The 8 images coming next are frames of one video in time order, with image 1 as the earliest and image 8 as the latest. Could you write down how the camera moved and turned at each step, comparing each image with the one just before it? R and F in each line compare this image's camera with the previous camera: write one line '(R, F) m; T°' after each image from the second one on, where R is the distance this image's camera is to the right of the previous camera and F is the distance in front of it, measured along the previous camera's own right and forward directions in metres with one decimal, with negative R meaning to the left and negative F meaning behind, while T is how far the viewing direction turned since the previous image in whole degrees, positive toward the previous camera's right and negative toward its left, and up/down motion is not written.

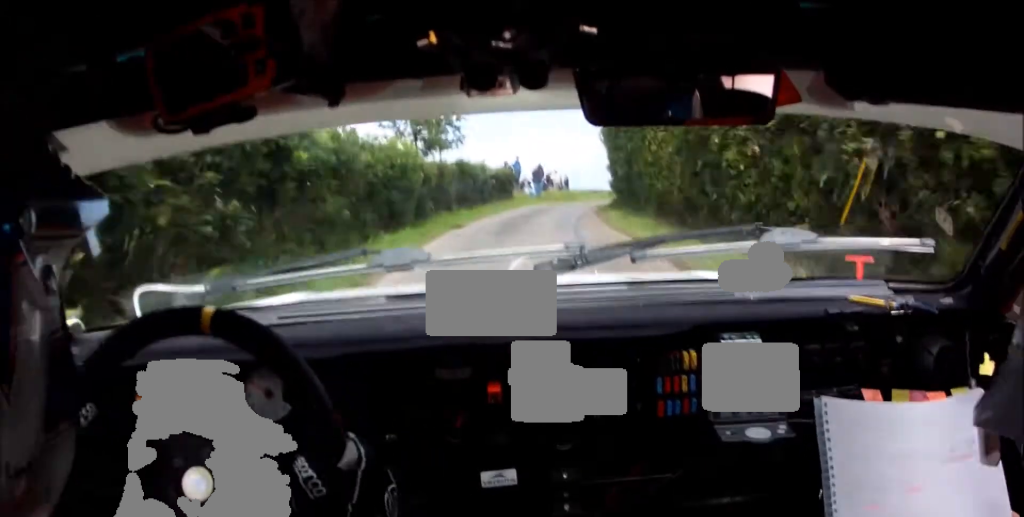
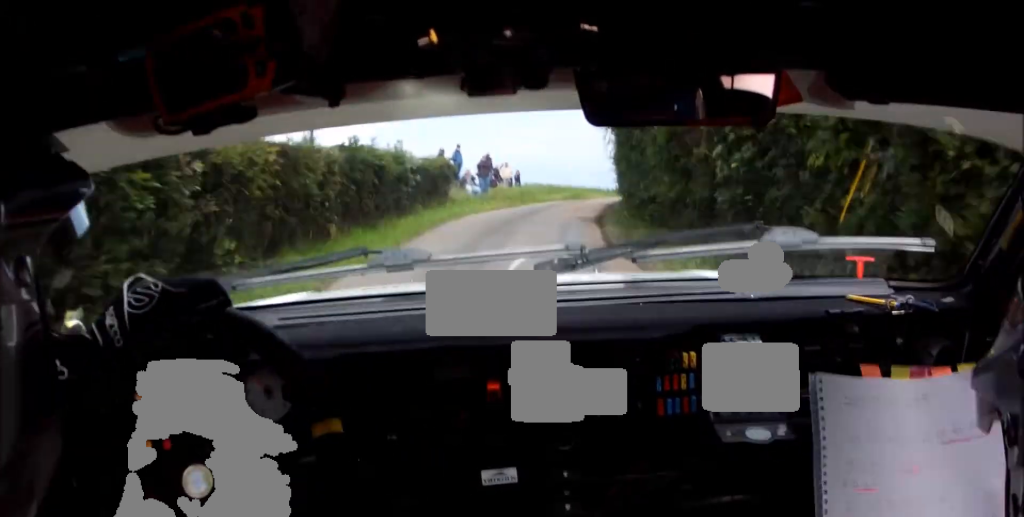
(-0.2, +11.4) m; +4°
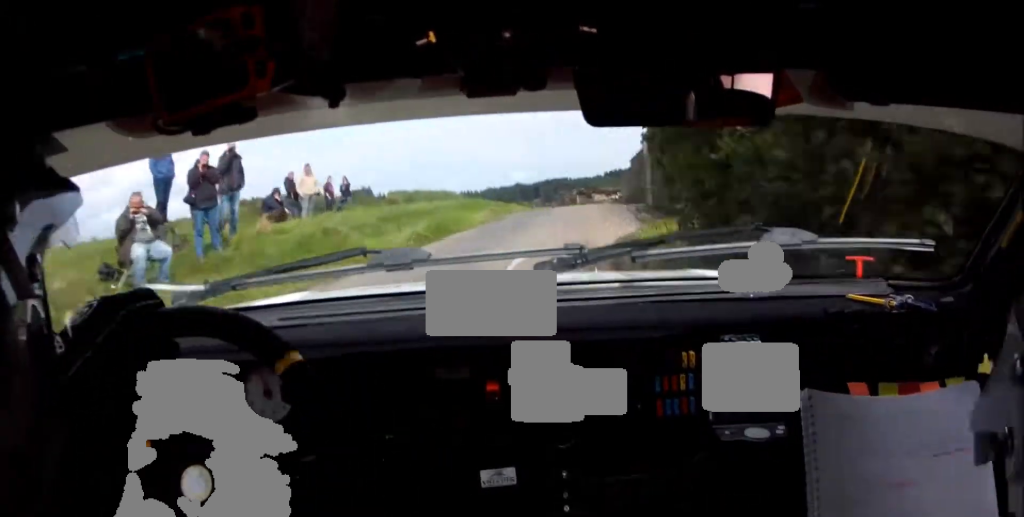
(+1.7, +21.1) m; +6°
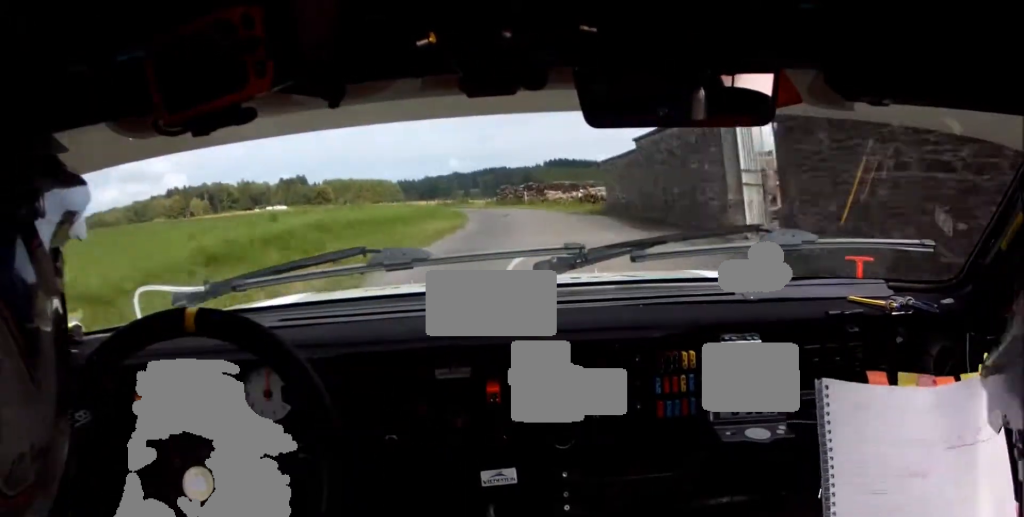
(+0.6, +18.4) m; +1°
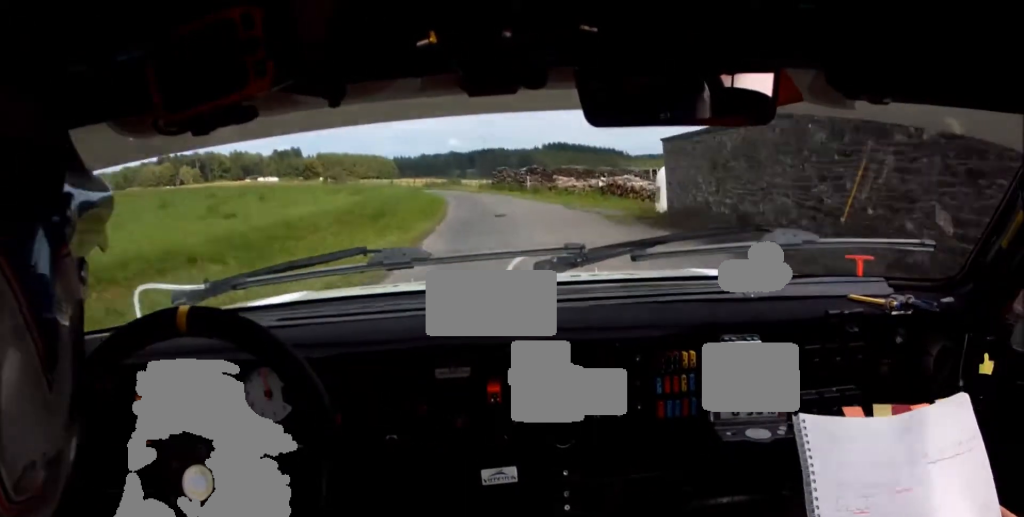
(+0.2, +11.9) m; 0°
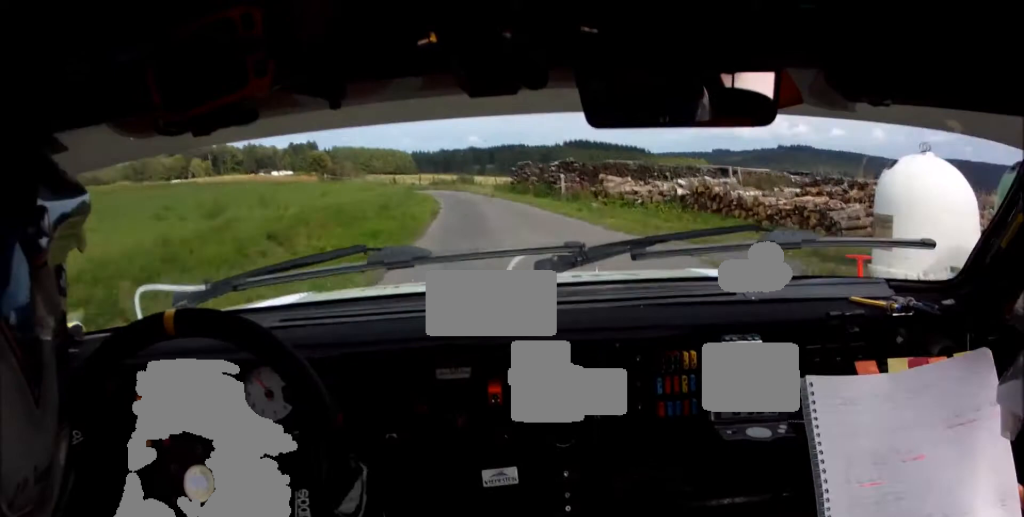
(-0.3, +13.9) m; -2°
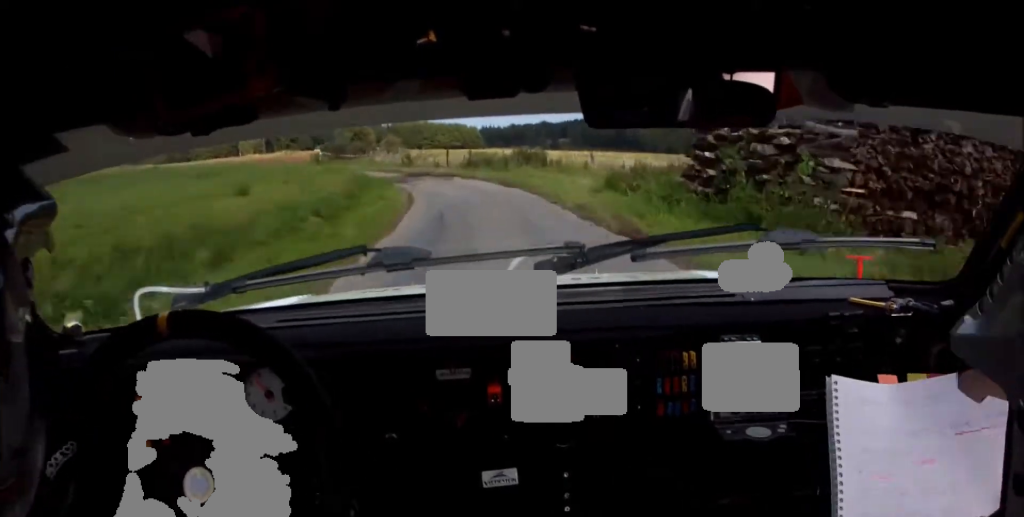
(-1.1, +31.7) m; -8°
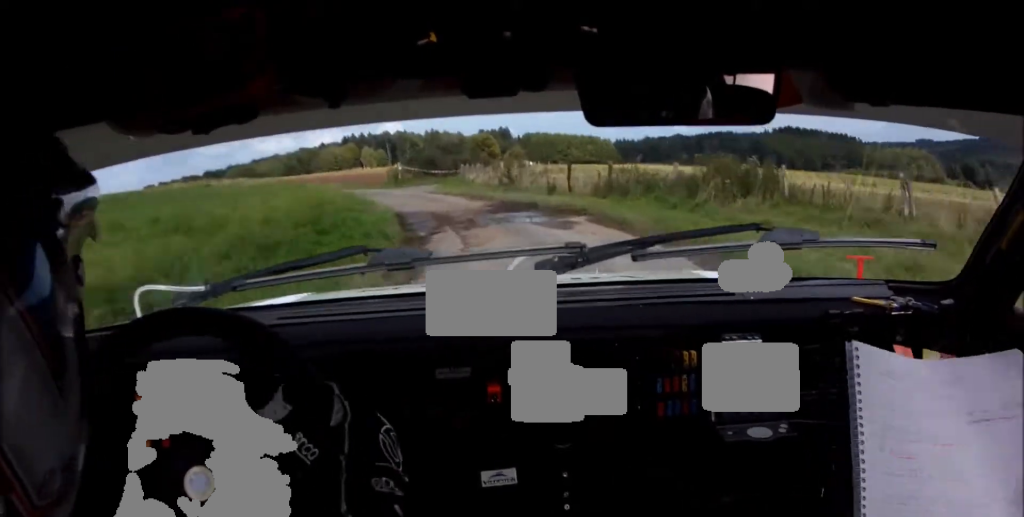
(-1.8, +18.4) m; -10°
